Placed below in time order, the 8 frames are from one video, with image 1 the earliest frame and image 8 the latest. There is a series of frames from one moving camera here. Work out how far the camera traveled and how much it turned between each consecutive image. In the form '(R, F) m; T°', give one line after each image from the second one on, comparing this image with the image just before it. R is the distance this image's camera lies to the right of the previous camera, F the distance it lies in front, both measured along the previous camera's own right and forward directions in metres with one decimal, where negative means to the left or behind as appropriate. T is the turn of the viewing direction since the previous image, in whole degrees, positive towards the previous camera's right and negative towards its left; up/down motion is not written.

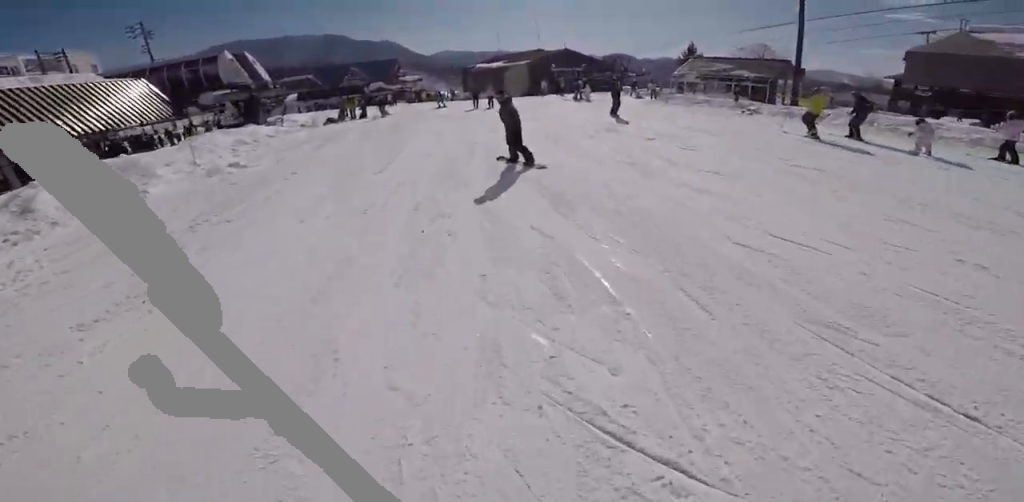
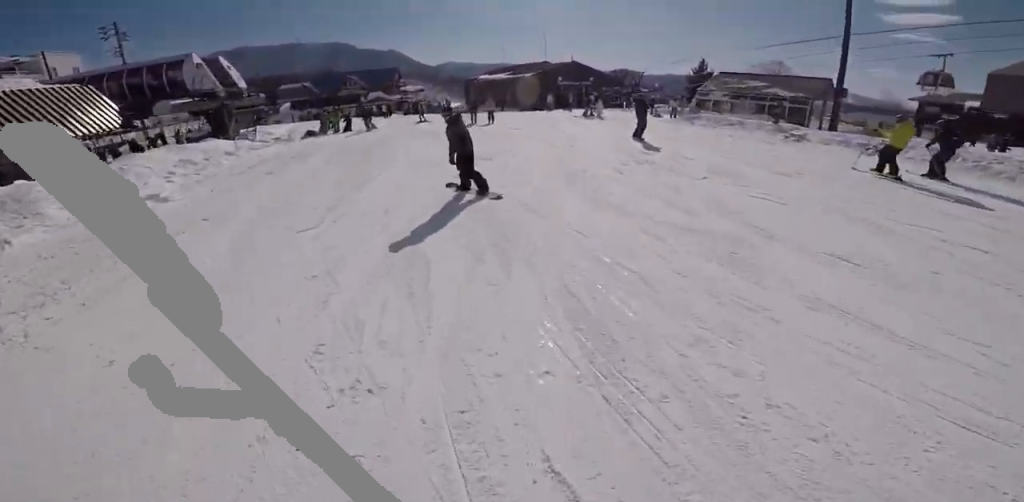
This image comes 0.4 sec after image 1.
(+0.6, +2.9) m; -3°
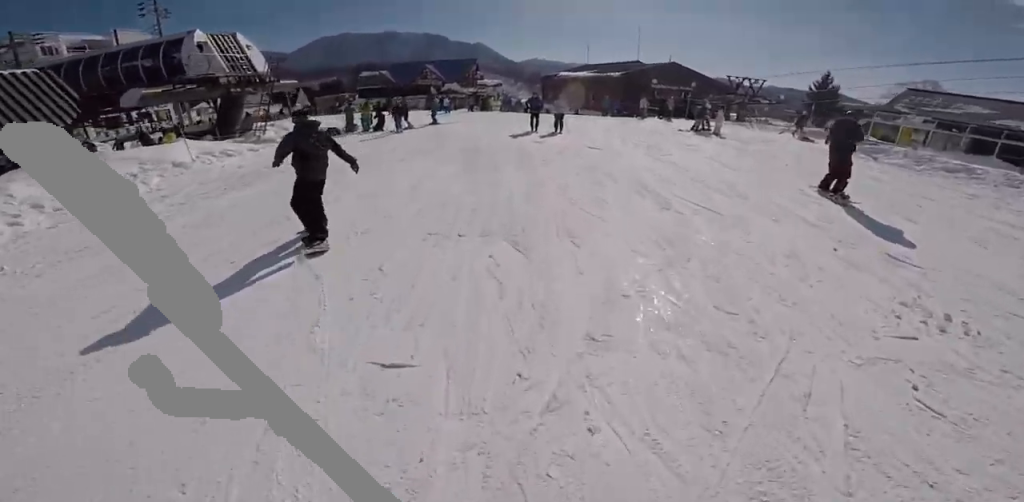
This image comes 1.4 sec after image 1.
(-1.6, +5.6) m; -17°
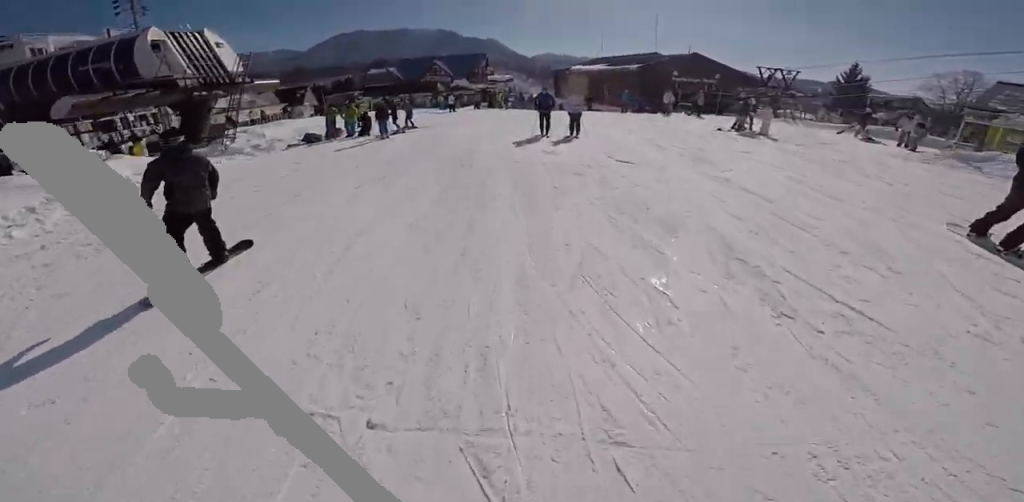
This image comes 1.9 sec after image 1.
(-0.1, +2.7) m; -3°
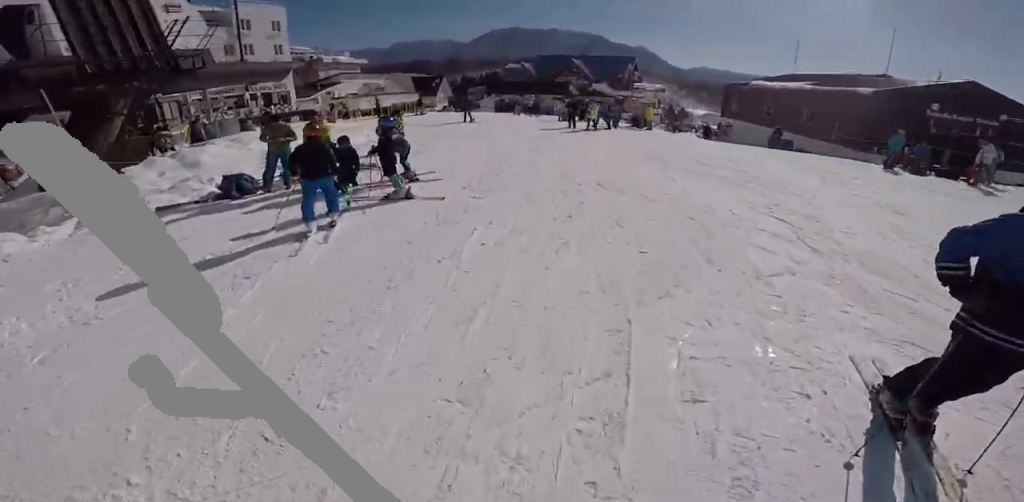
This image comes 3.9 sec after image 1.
(-1.0, +9.9) m; -15°
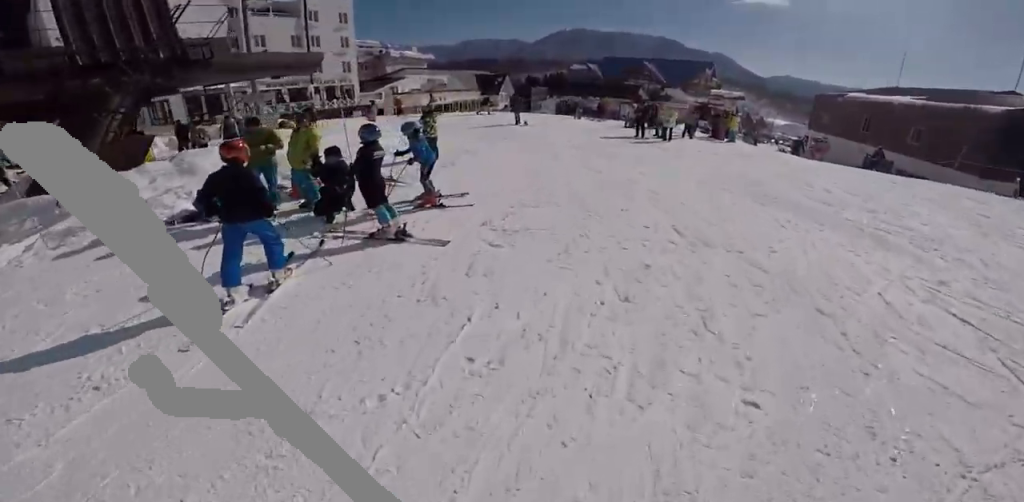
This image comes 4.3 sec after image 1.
(+0.1, +2.0) m; -5°
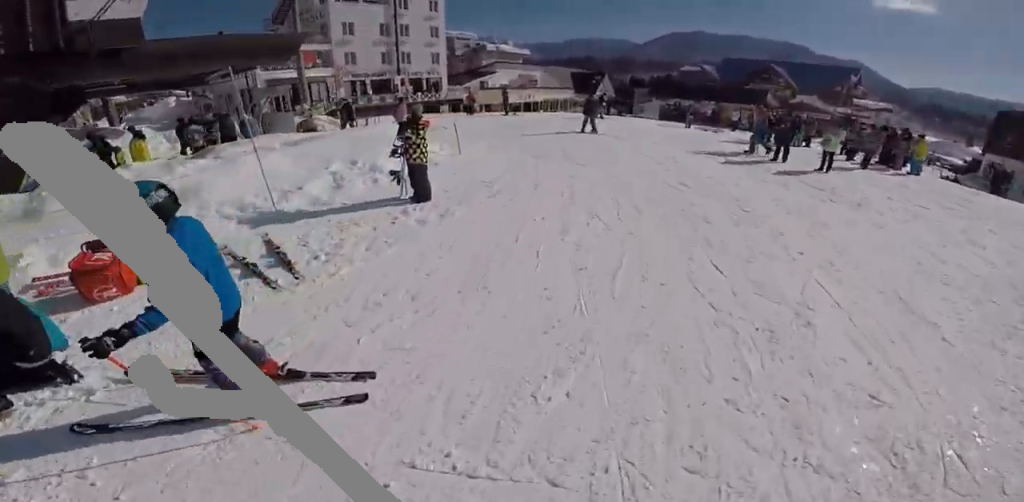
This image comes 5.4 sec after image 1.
(-0.7, +4.5) m; -10°
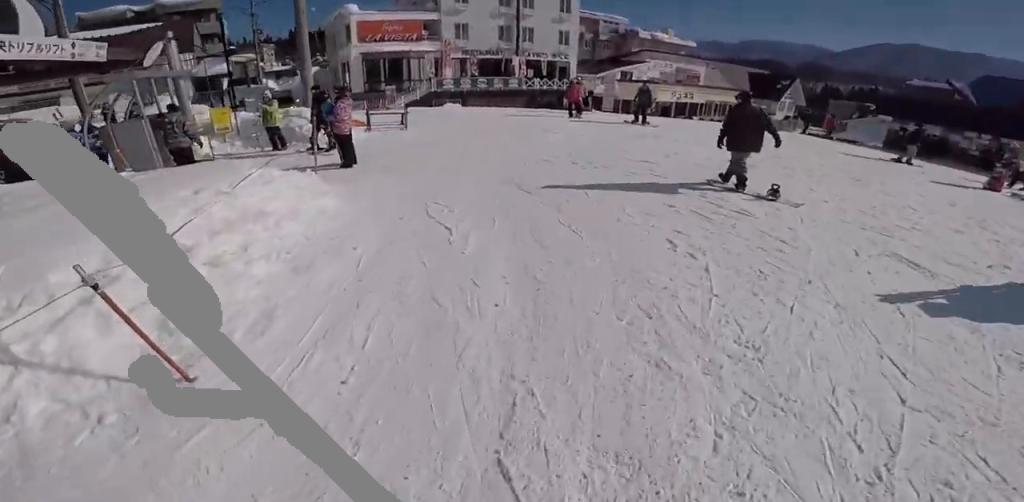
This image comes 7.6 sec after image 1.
(-0.1, +7.6) m; -3°
